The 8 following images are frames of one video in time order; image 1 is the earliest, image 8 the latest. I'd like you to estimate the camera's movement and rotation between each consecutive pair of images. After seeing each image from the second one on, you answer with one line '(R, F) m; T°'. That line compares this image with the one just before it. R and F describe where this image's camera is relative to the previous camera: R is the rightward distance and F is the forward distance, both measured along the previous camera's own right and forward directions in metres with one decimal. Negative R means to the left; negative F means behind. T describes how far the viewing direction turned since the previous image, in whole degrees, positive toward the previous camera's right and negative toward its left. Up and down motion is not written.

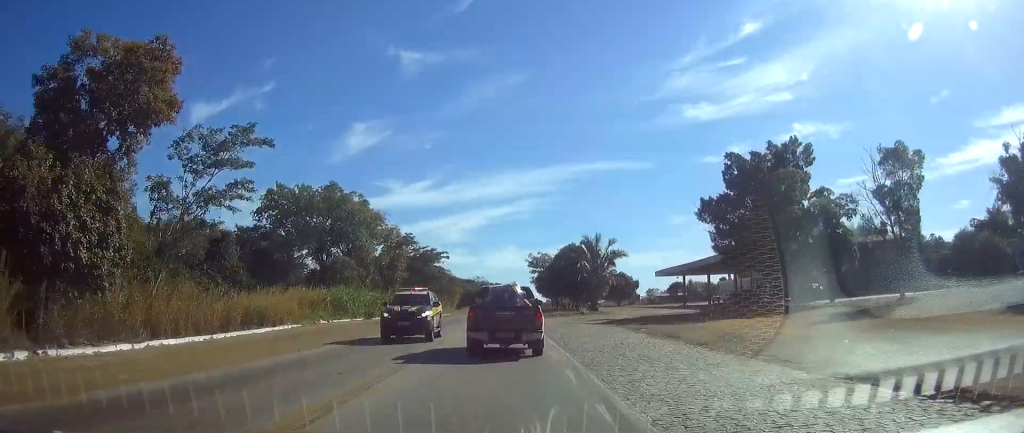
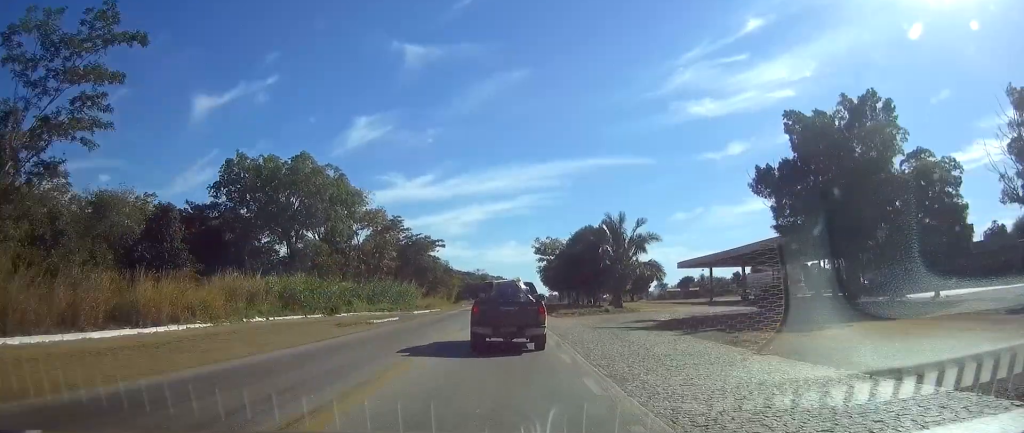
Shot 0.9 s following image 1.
(+0.1, +16.1) m; 0°
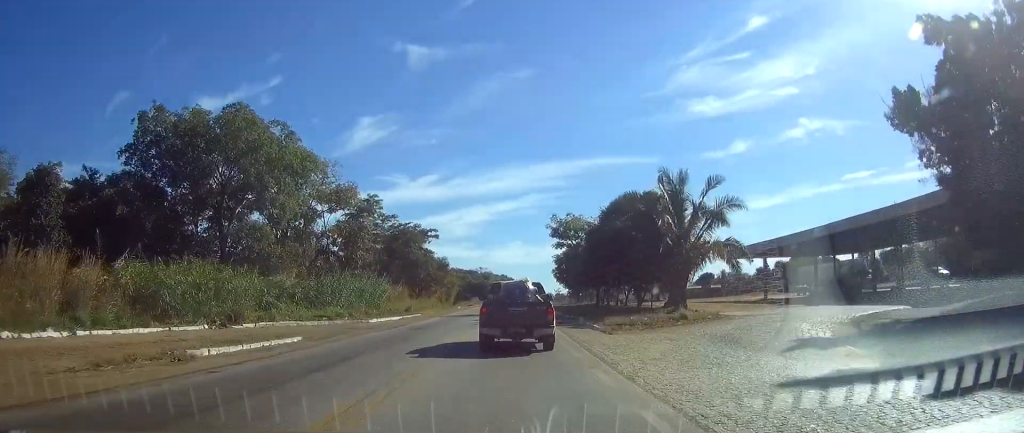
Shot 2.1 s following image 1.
(0.0, +22.0) m; 0°
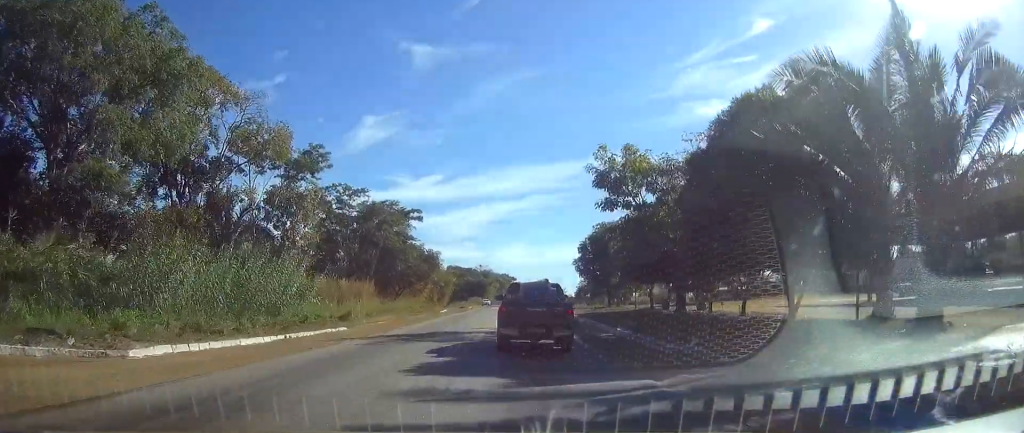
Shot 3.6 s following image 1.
(-0.2, +27.2) m; 0°
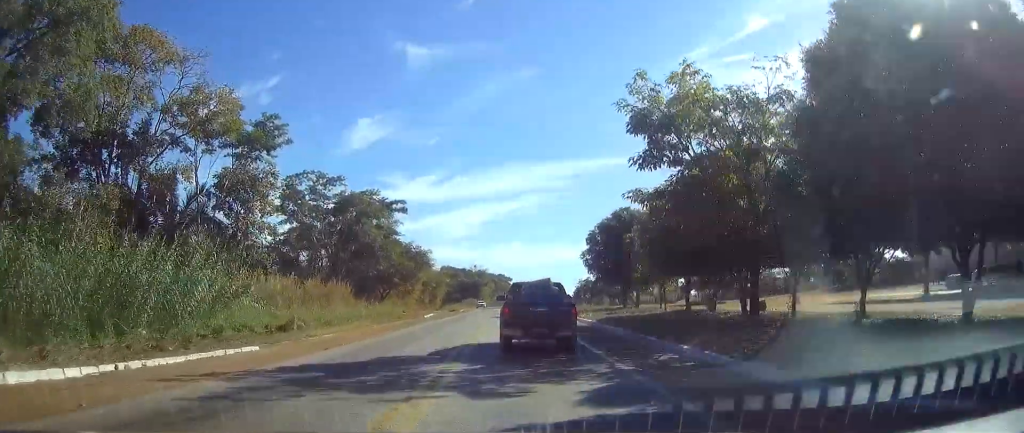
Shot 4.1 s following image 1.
(0.0, +10.4) m; 0°
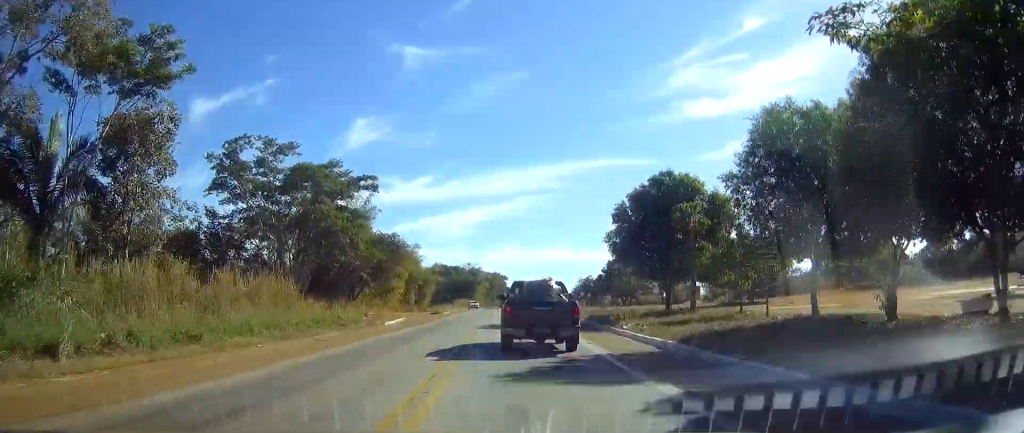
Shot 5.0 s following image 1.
(+0.1, +16.4) m; 0°
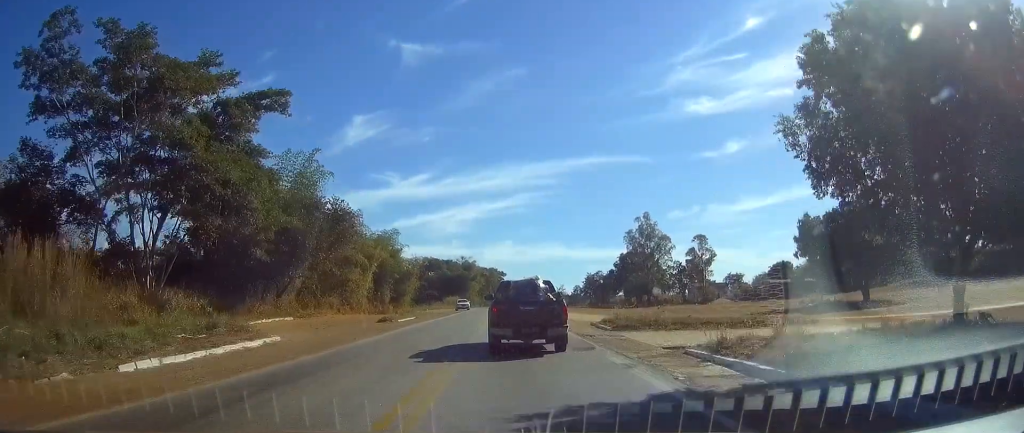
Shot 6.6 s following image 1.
(+0.1, +28.9) m; +1°
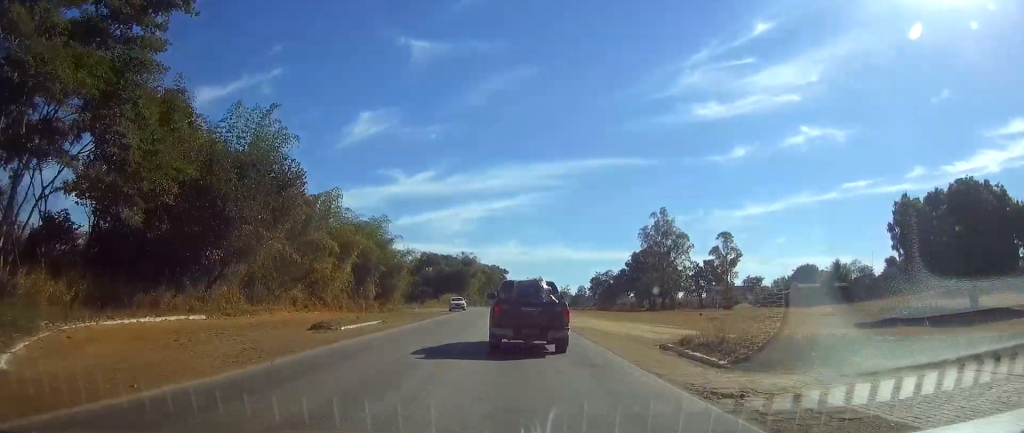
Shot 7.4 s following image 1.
(+0.1, +14.8) m; 0°
